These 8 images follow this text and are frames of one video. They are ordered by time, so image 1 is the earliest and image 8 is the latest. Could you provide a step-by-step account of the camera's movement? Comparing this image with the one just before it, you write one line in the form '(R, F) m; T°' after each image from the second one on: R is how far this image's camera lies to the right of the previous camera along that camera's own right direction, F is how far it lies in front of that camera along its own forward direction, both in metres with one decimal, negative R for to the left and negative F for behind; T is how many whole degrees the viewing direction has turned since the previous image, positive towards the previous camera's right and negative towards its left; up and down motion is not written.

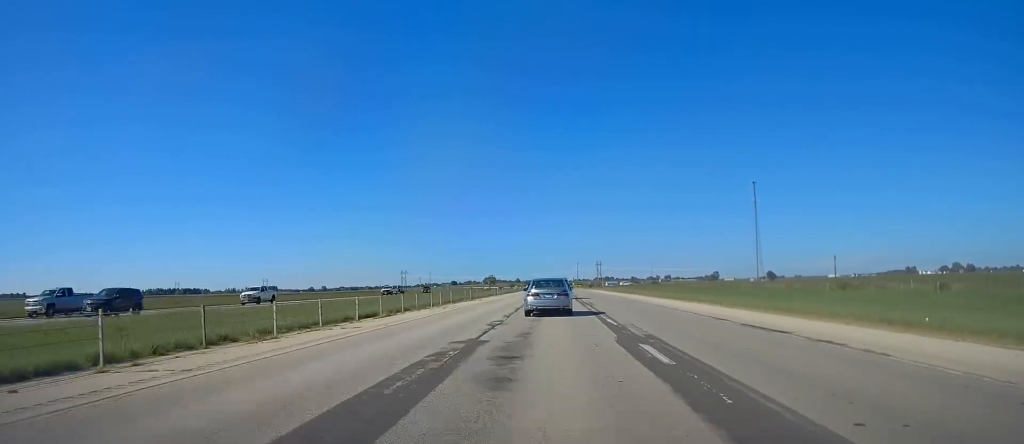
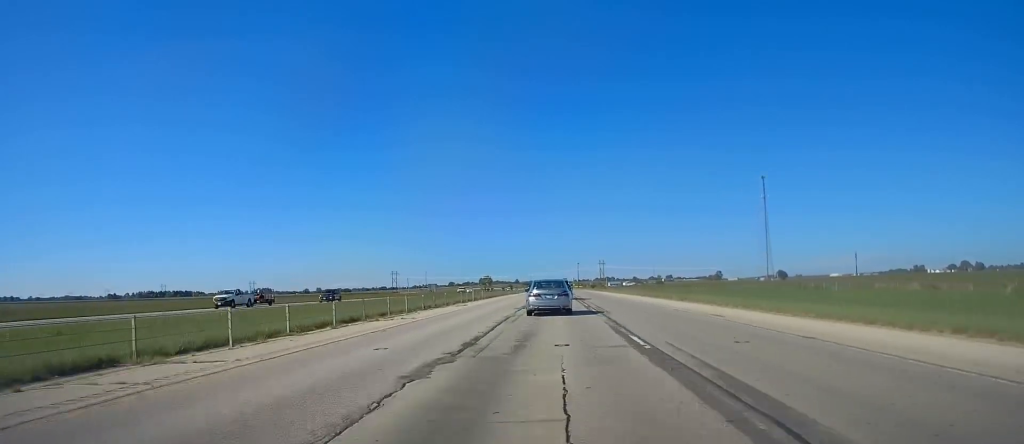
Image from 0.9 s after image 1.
(+0.5, +30.8) m; +1°
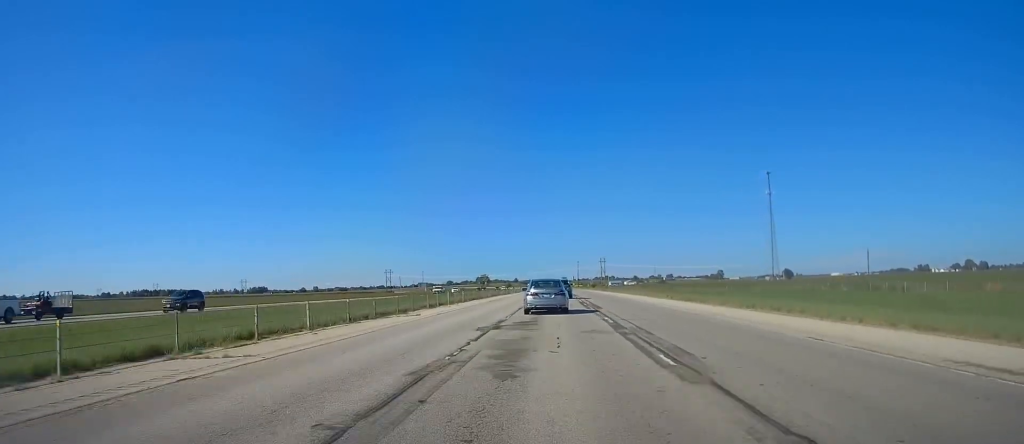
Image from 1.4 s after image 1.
(+0.1, +16.5) m; 0°
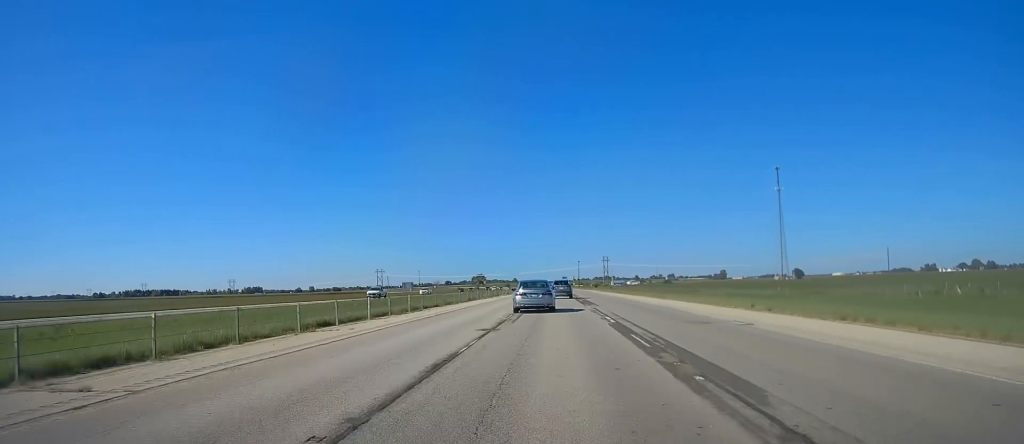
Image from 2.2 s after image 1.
(0.0, +24.3) m; 0°
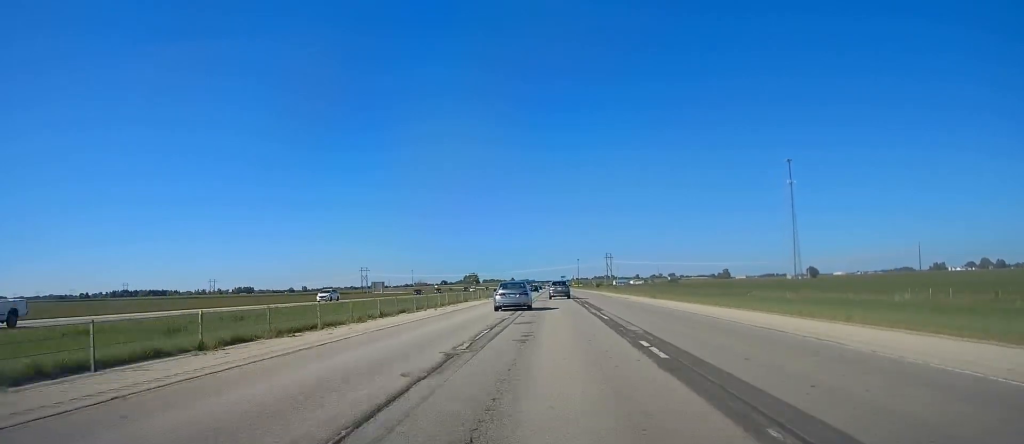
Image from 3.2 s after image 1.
(-0.1, +34.2) m; -1°
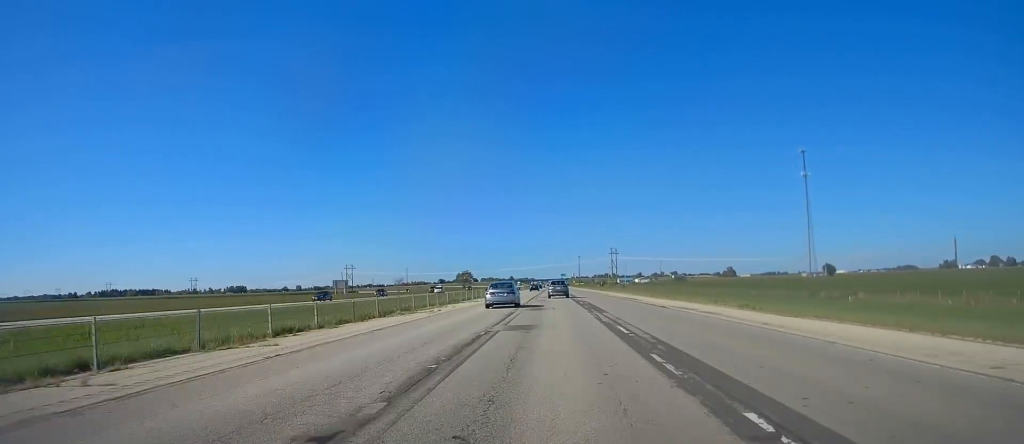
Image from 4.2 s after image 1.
(-0.6, +32.0) m; 0°
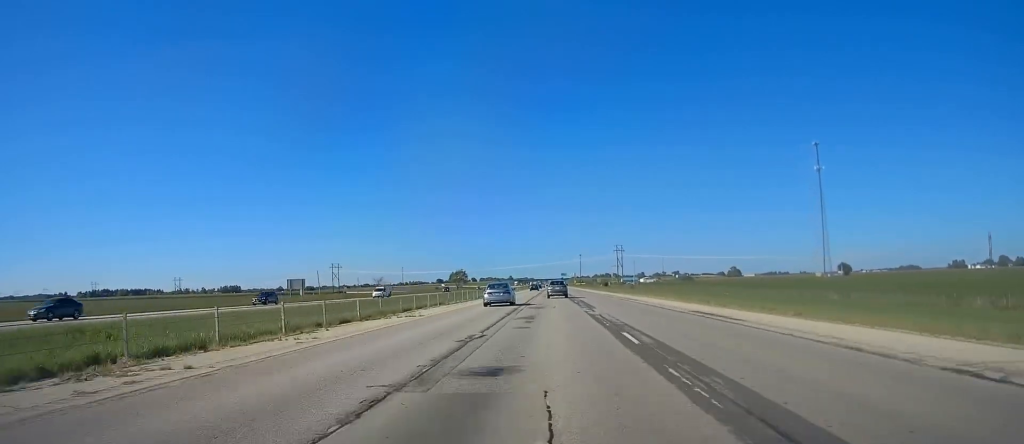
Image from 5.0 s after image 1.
(+0.5, +26.5) m; +1°
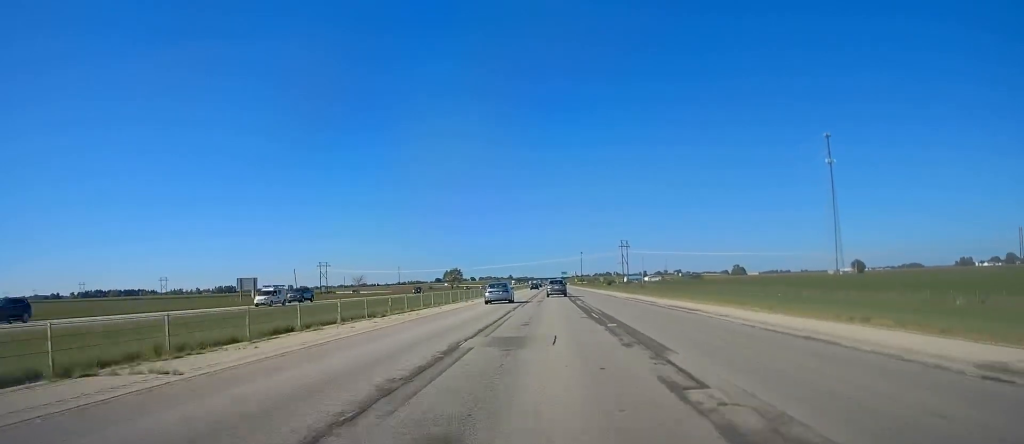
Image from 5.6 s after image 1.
(+0.1, +20.9) m; 0°
